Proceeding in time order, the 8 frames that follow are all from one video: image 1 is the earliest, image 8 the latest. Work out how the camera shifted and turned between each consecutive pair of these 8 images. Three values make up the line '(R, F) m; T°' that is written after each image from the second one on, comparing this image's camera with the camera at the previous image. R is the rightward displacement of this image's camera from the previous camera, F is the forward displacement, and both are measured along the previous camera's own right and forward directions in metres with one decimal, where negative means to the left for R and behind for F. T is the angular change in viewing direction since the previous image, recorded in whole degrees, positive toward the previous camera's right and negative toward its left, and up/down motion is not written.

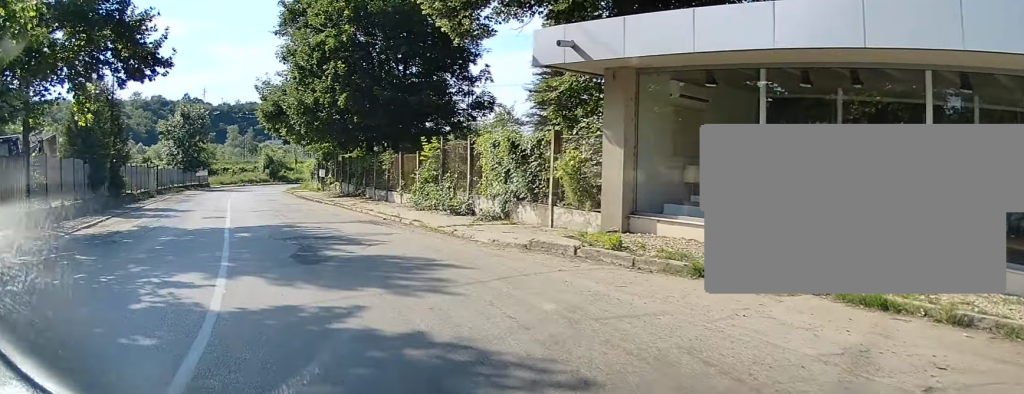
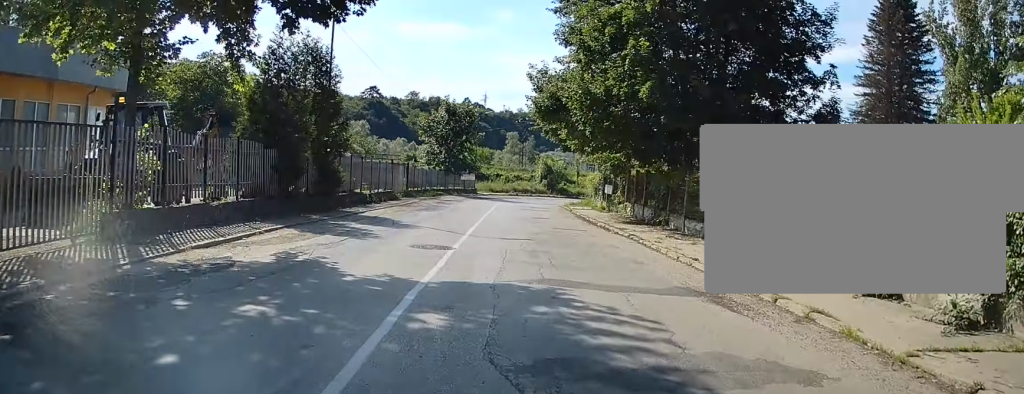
(-2.1, +8.9) m; -20°
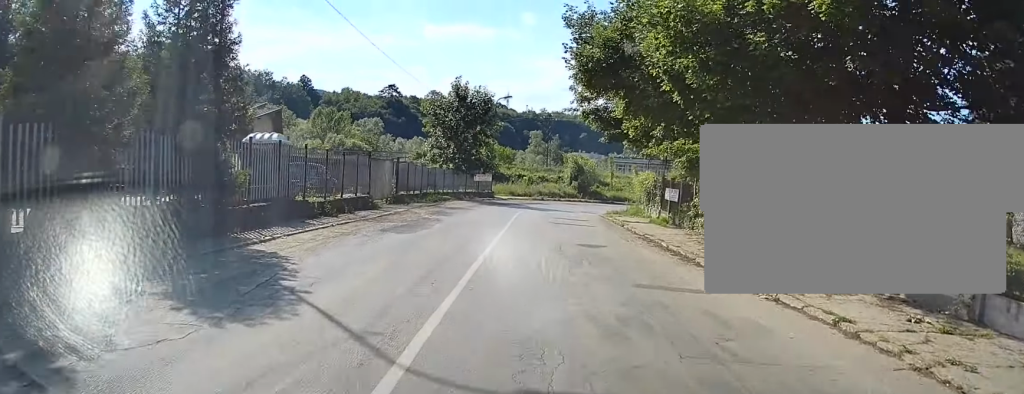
(-0.8, +12.5) m; -3°
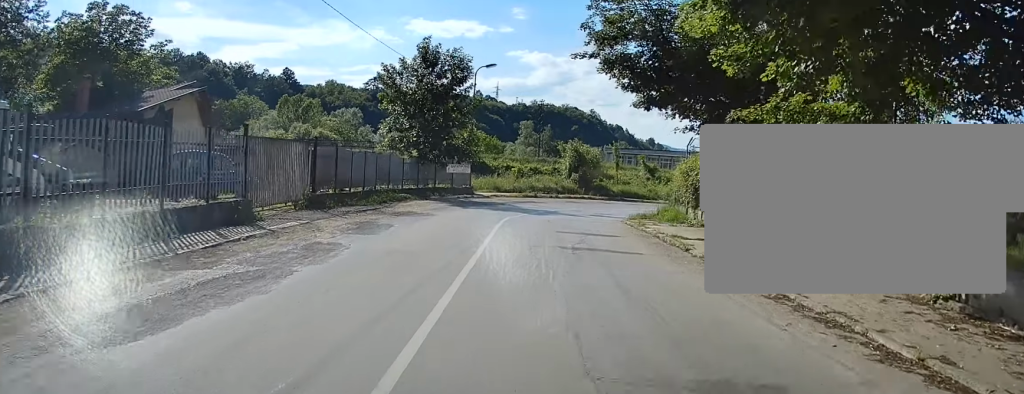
(+0.3, +12.4) m; +2°
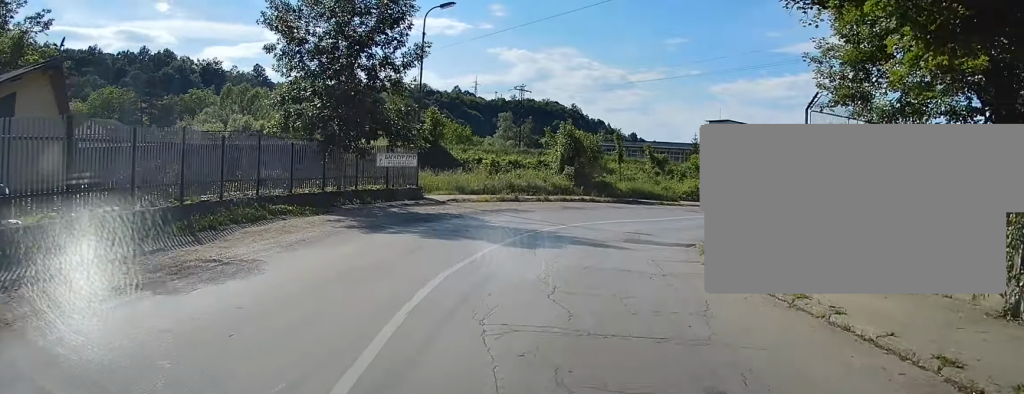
(+0.1, +14.5) m; +1°
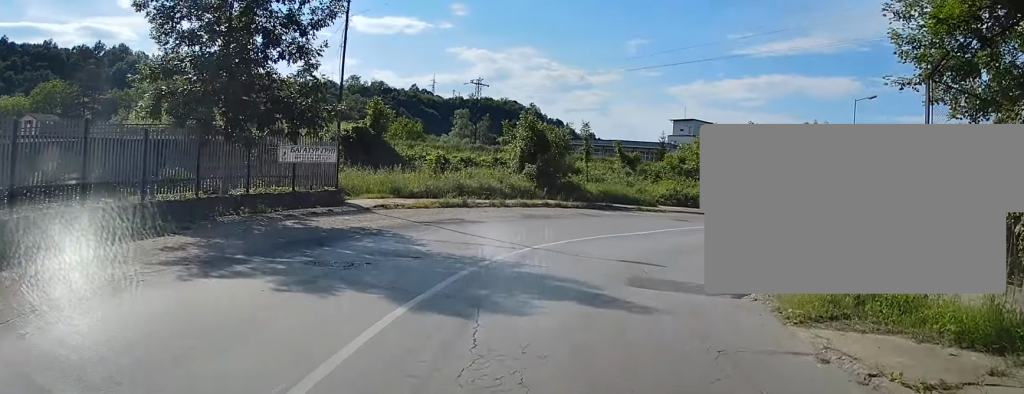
(-0.1, +6.4) m; +3°
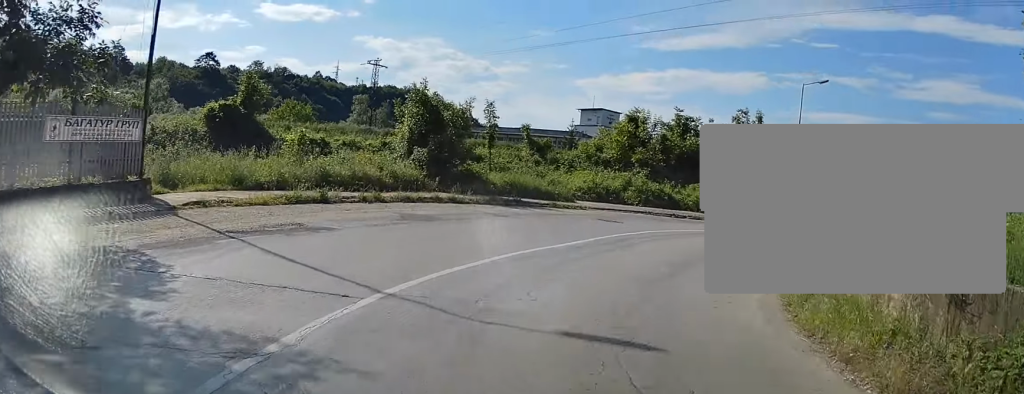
(+0.3, +6.6) m; +7°
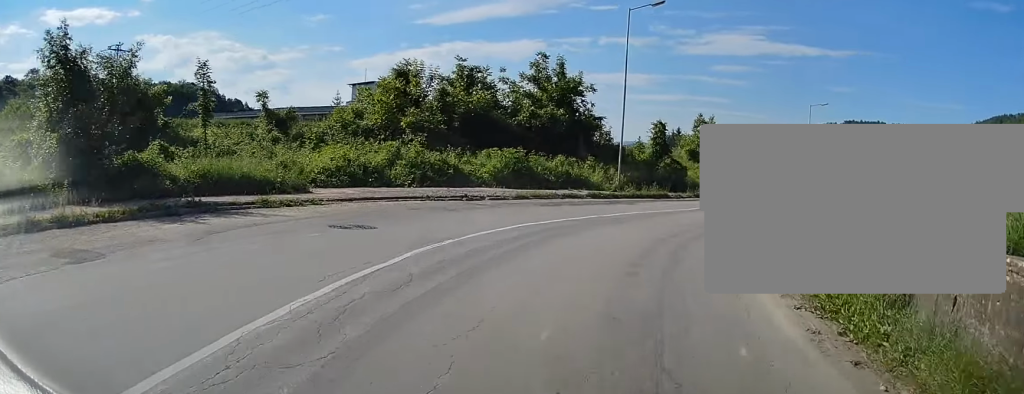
(+1.5, +10.8) m; +17°
